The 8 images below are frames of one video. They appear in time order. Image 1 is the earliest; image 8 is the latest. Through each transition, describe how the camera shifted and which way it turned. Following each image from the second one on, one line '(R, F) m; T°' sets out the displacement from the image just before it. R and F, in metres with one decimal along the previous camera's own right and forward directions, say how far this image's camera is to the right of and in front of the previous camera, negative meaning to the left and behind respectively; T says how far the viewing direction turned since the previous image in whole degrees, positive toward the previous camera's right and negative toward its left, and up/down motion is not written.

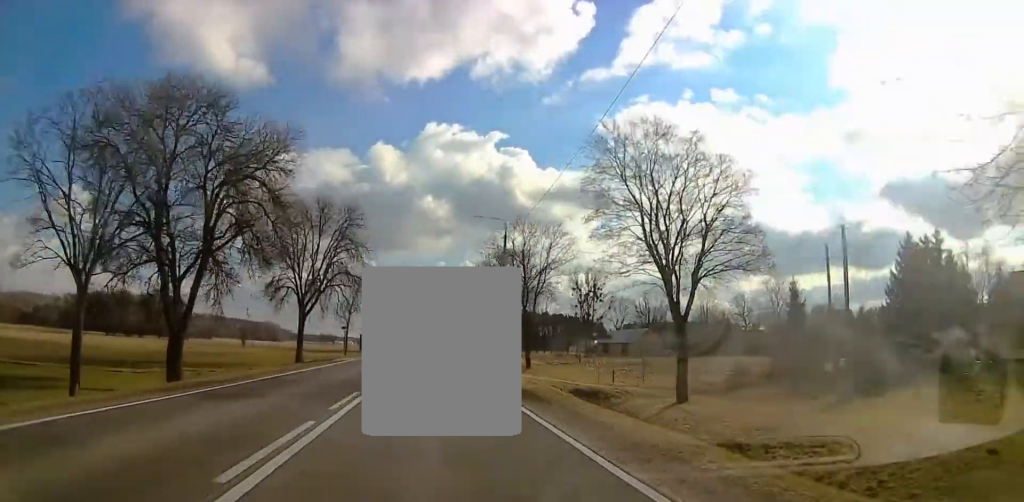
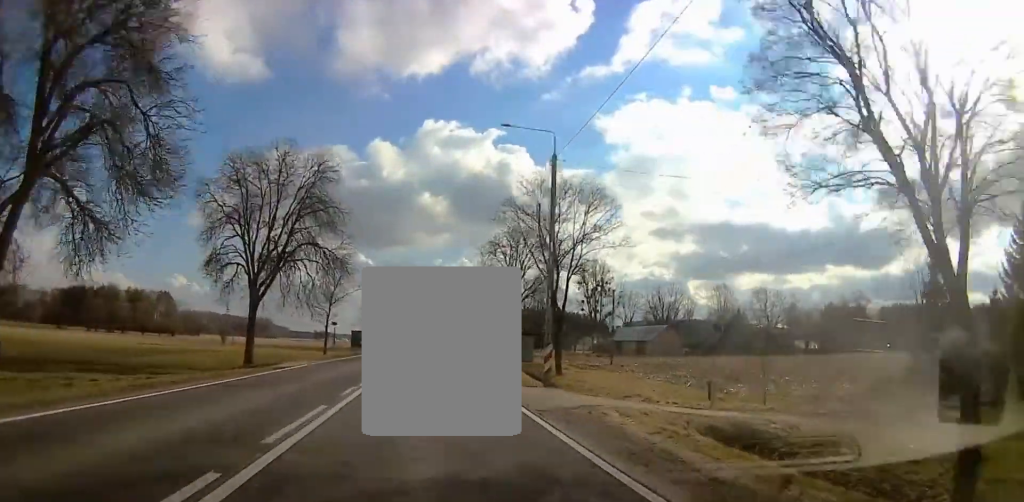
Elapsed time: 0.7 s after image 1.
(+0.4, +17.1) m; +1°
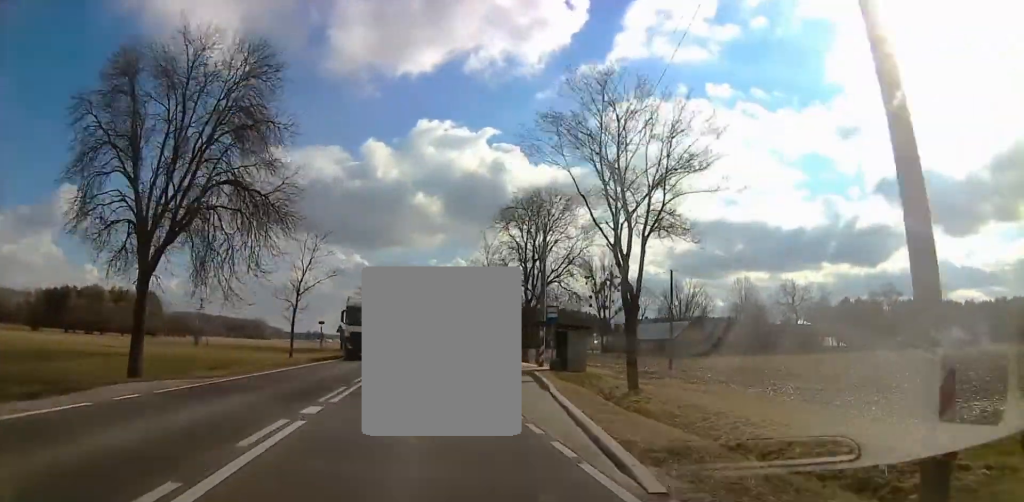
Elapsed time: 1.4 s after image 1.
(+0.1, +17.1) m; +1°
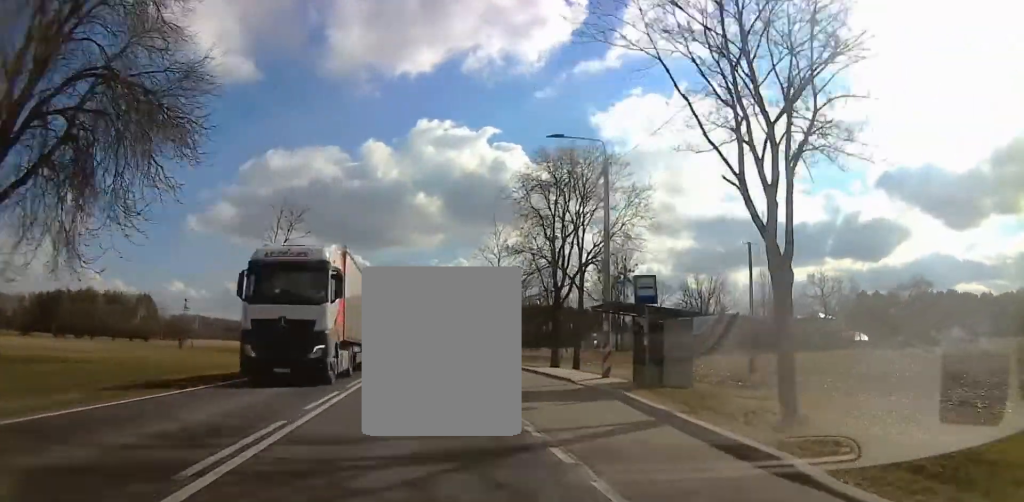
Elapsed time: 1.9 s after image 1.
(-0.1, +13.1) m; +1°
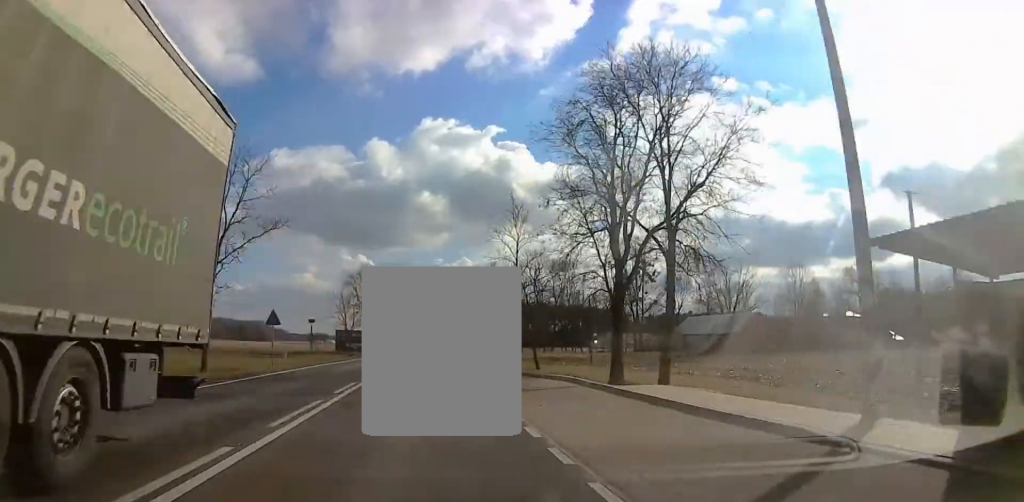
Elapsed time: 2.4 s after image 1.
(+0.2, +14.2) m; 0°
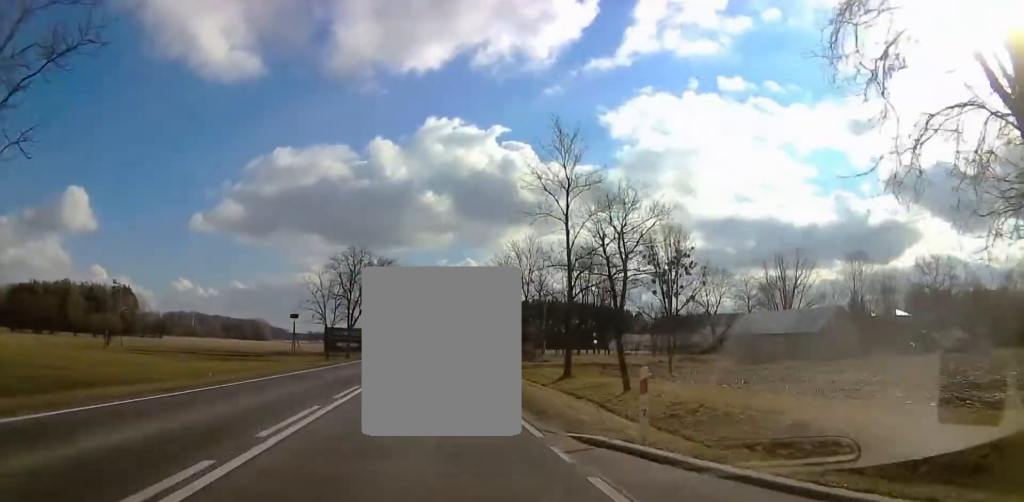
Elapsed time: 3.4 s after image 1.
(-0.1, +24.3) m; -1°
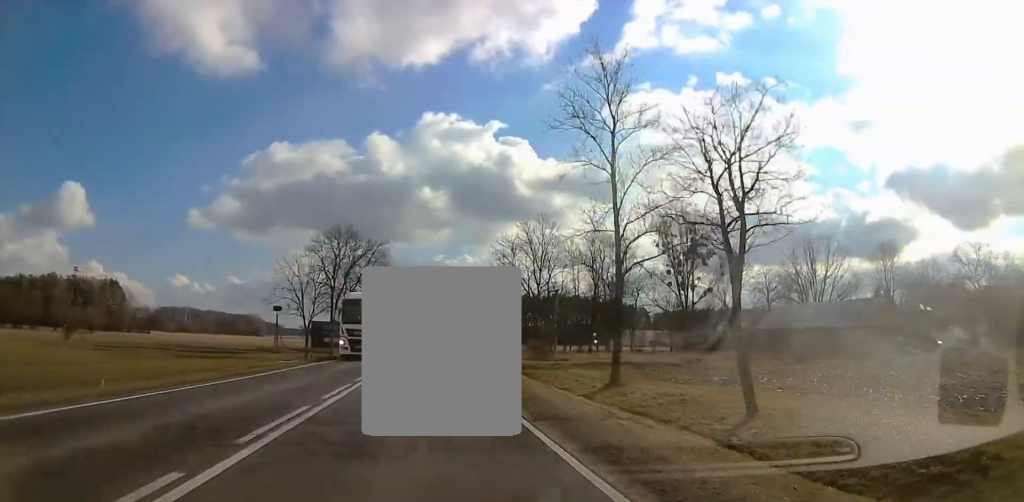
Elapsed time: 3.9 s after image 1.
(-0.5, +13.2) m; -1°
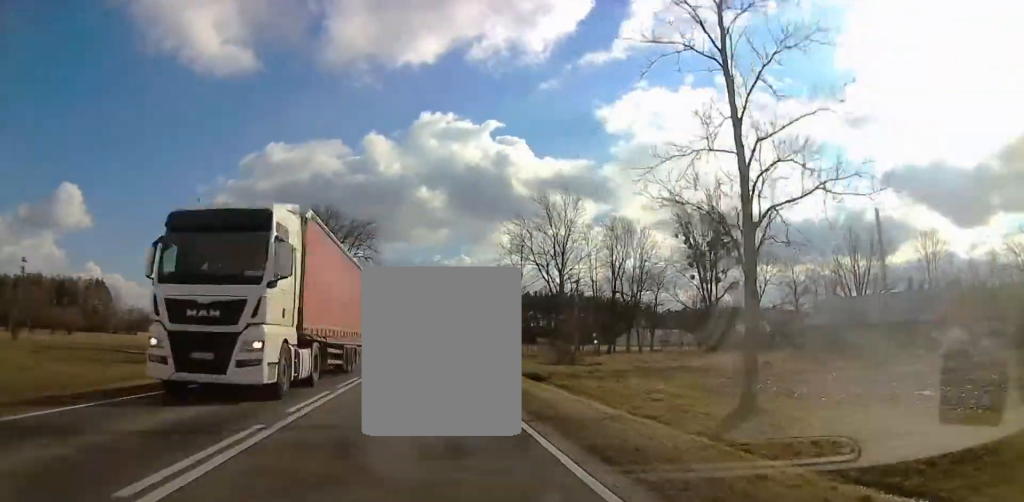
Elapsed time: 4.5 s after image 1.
(+0.2, +14.3) m; 0°
